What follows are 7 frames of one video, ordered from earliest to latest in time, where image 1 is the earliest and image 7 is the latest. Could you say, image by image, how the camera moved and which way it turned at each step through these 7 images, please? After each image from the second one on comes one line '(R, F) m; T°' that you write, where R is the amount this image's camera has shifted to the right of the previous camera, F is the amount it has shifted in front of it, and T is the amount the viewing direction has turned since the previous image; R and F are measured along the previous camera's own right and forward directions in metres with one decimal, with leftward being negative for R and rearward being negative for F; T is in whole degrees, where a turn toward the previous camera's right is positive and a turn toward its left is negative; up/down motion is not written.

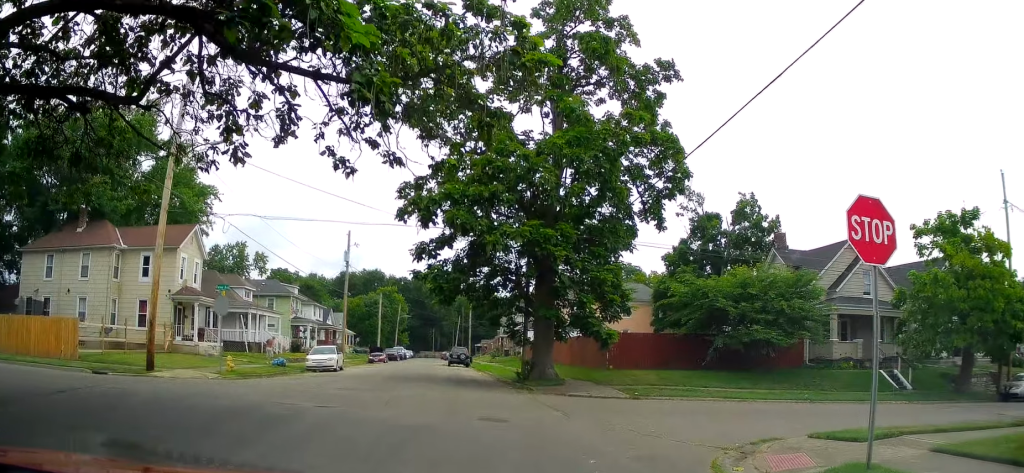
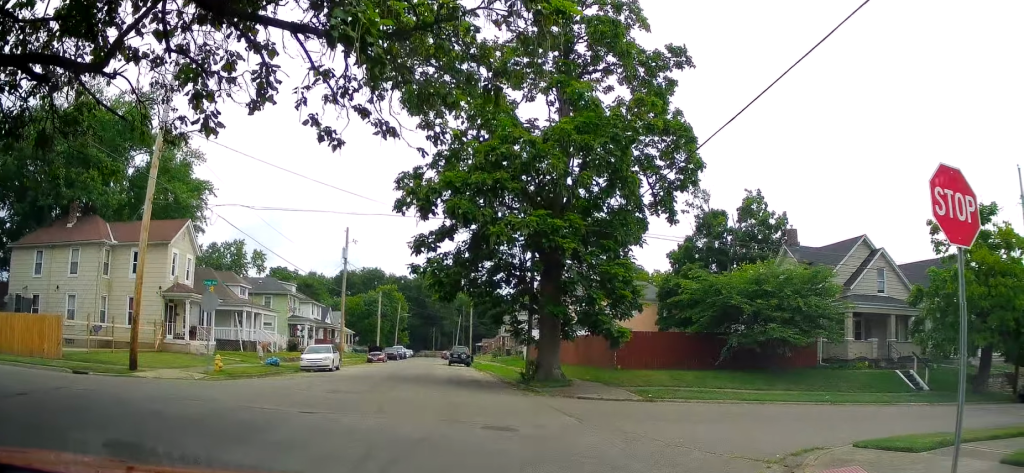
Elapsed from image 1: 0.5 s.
(0.0, +2.0) m; 0°
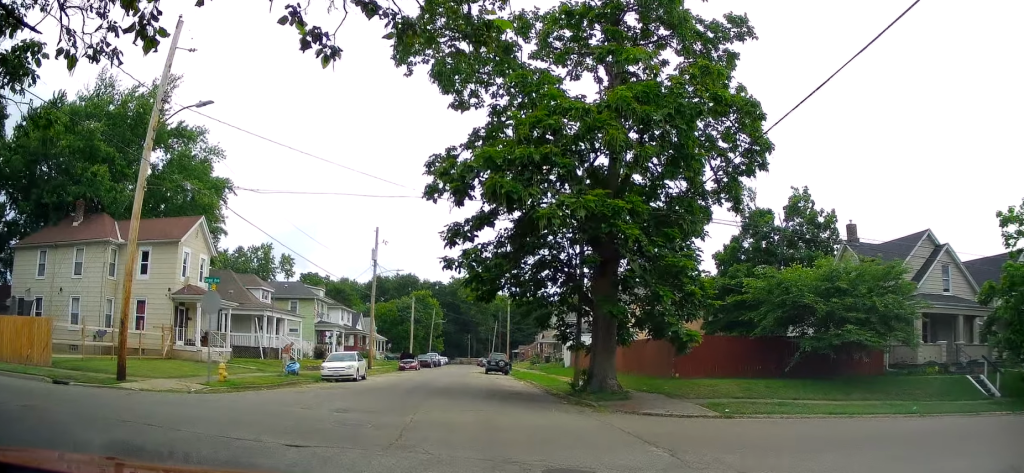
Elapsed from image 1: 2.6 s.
(0.0, +5.6) m; -4°
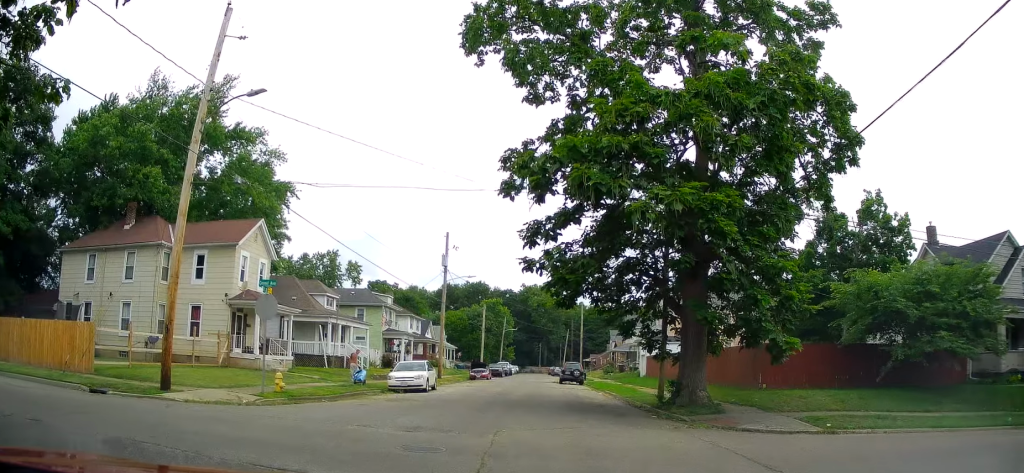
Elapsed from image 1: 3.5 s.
(-0.1, +1.3) m; -10°
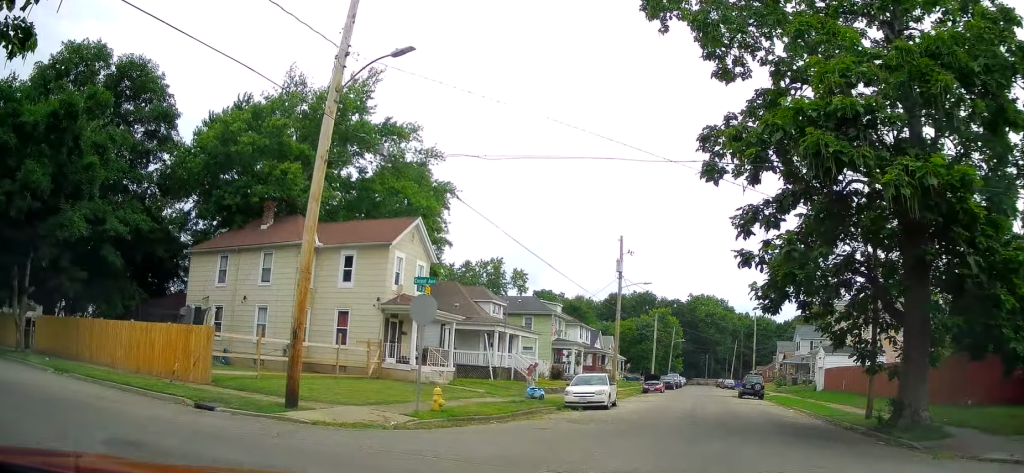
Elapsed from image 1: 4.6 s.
(-0.3, +2.2) m; -12°
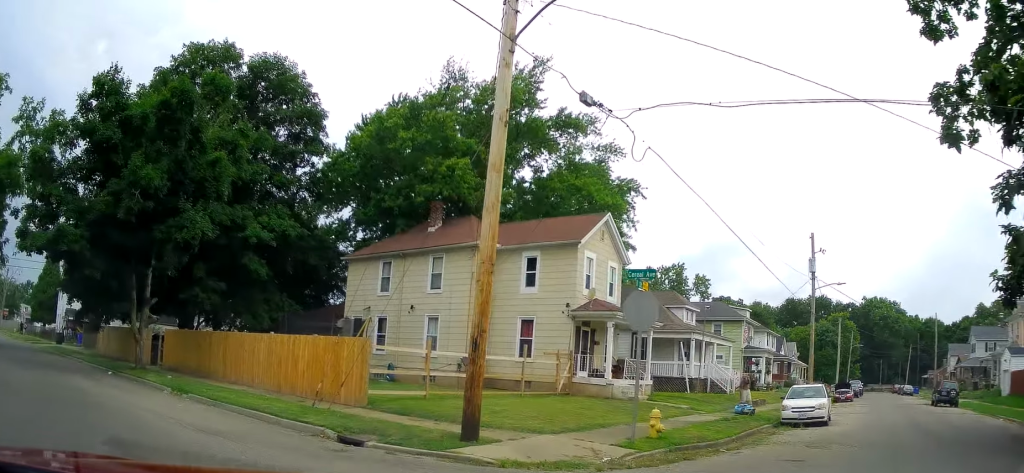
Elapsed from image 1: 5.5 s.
(-0.1, +2.9) m; -11°
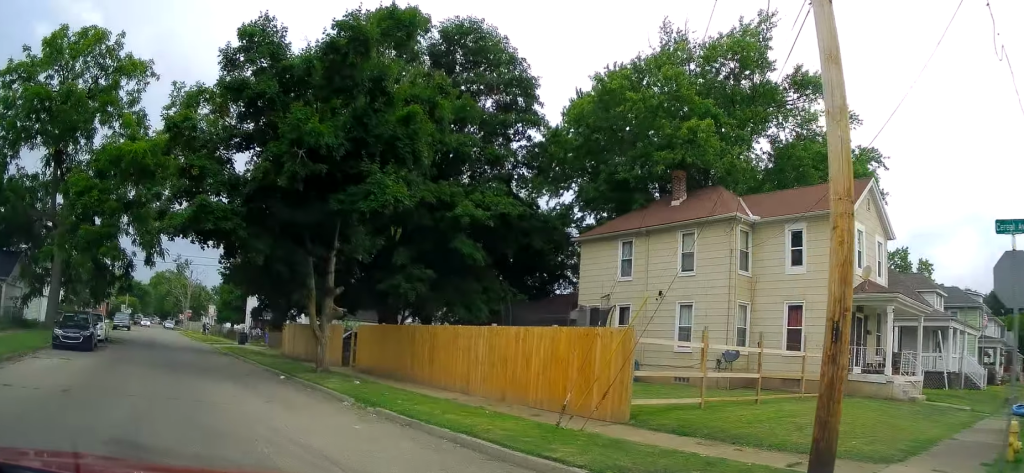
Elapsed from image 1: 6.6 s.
(-0.6, +4.0) m; -14°
